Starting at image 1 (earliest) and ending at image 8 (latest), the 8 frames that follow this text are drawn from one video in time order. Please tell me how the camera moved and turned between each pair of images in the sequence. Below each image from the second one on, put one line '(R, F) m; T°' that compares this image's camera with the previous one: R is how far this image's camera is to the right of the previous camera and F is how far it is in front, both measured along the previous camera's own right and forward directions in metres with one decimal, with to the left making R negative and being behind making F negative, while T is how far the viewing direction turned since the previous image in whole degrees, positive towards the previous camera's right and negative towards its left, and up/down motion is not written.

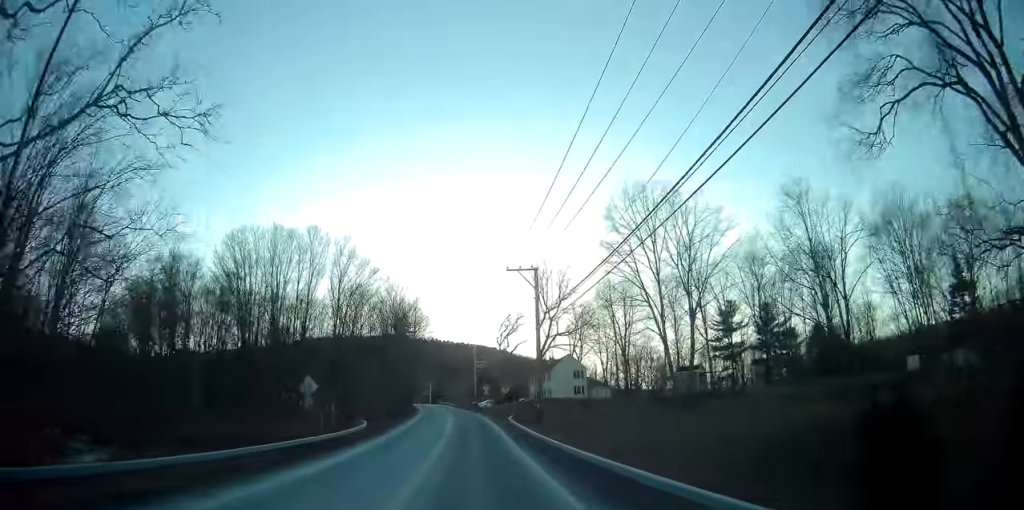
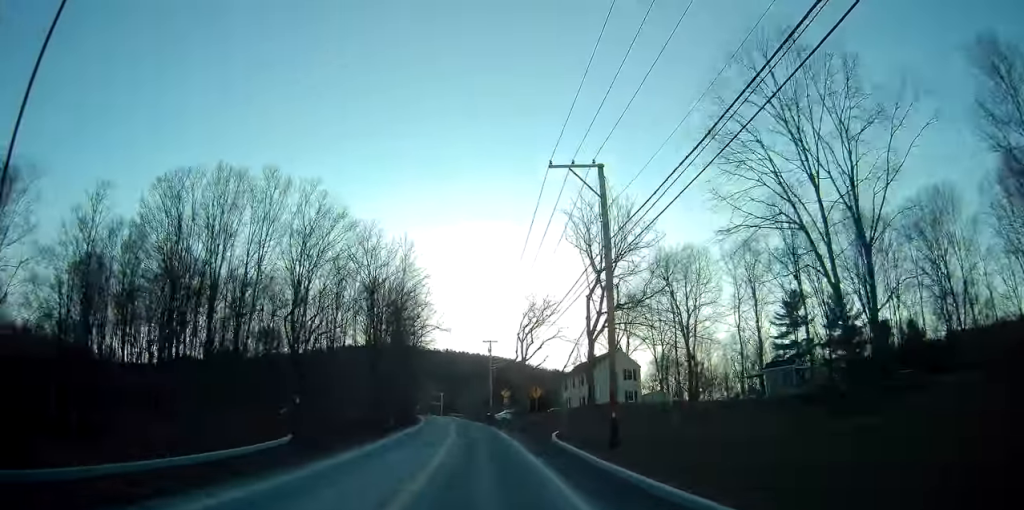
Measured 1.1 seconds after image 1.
(-0.2, +21.0) m; -1°
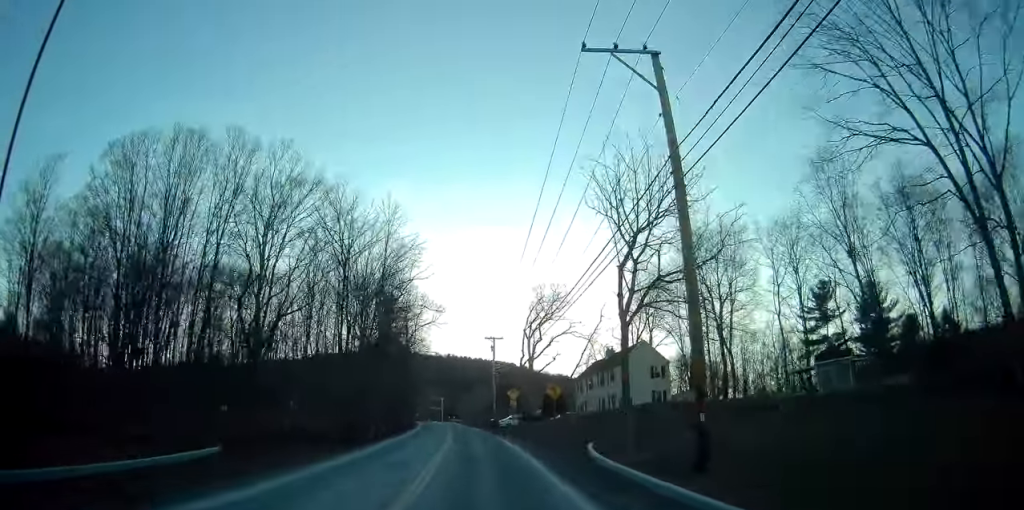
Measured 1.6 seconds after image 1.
(-0.1, +9.0) m; -1°
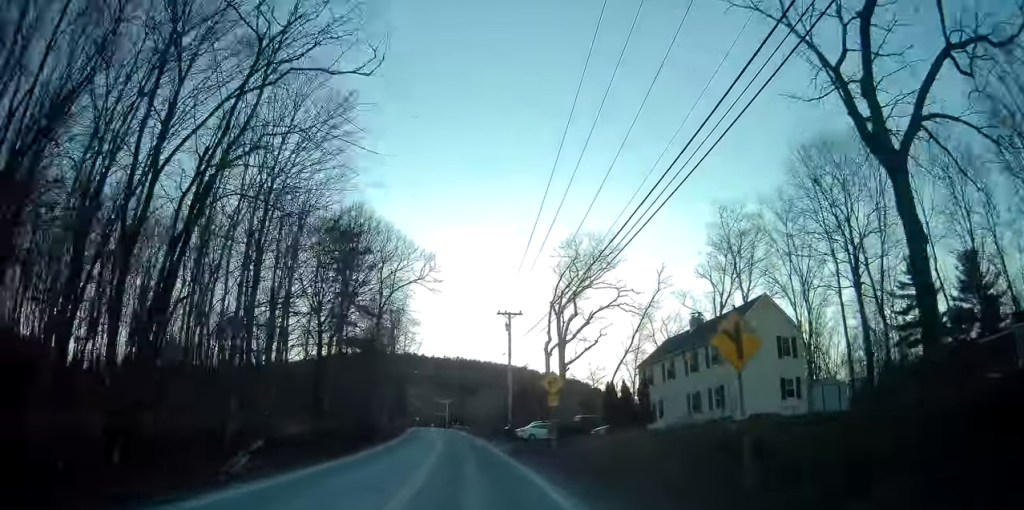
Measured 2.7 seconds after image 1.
(-0.1, +22.1) m; -1°
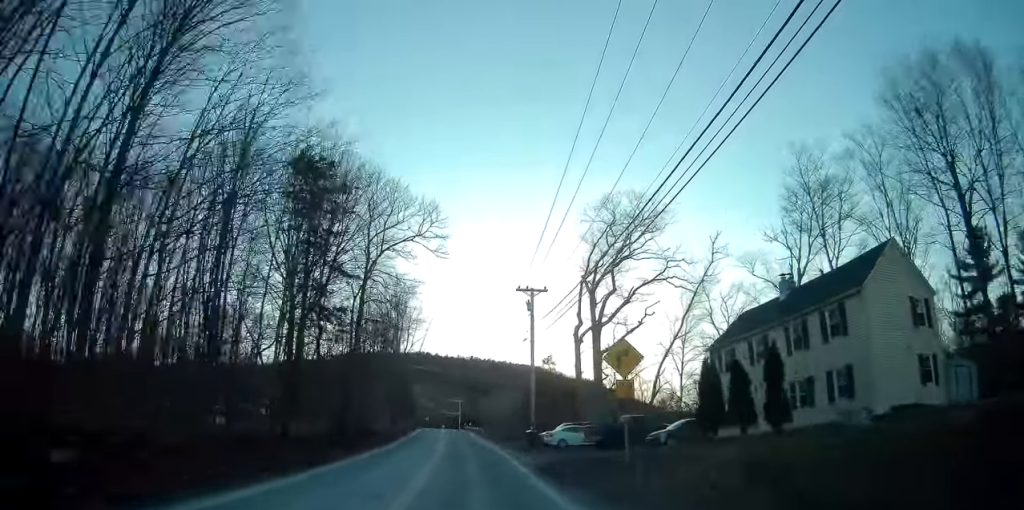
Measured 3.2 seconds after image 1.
(-0.2, +10.4) m; -1°
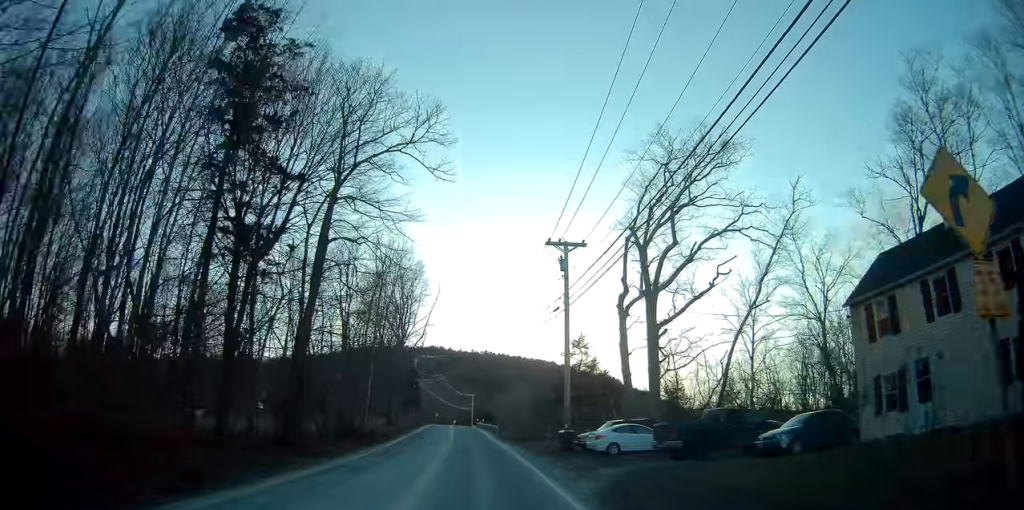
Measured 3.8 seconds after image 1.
(-0.1, +11.1) m; -1°
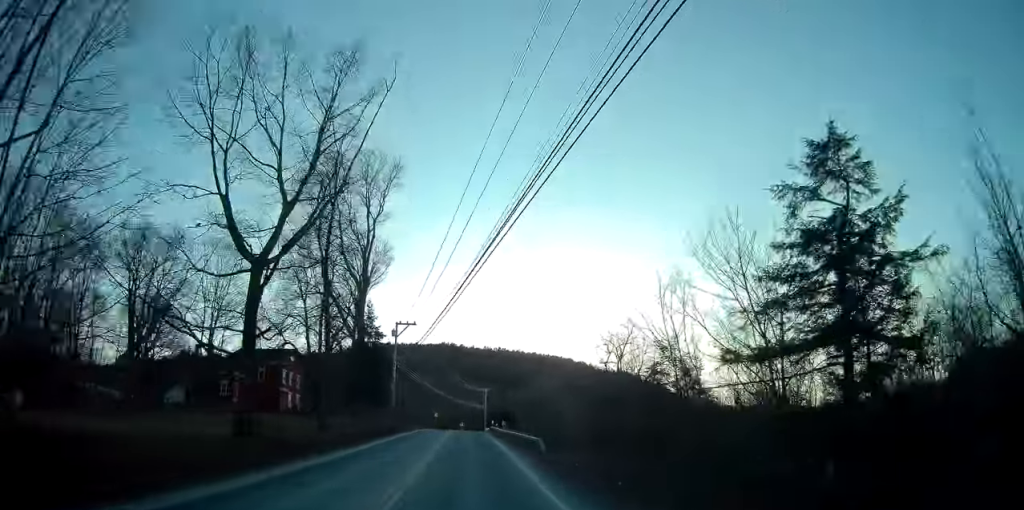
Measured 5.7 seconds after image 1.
(-0.8, +37.0) m; -3°
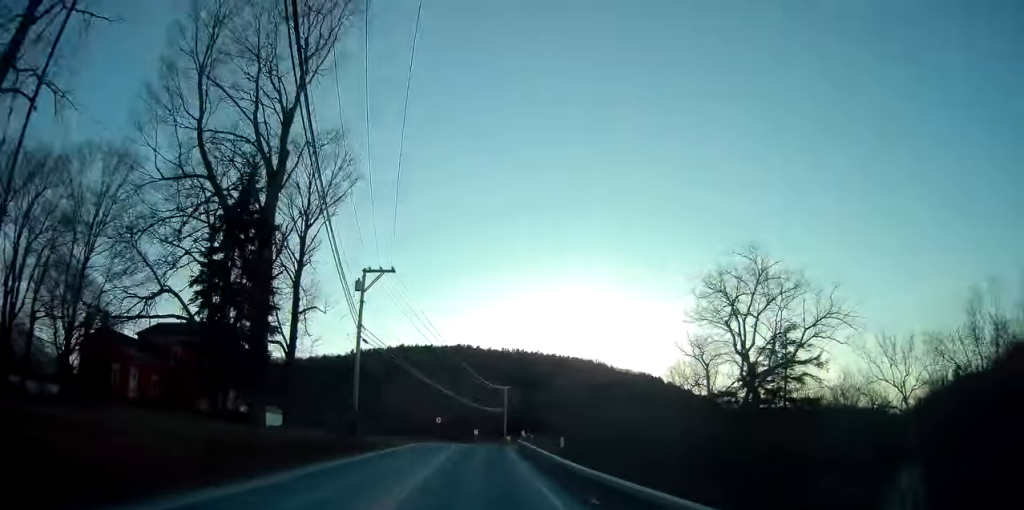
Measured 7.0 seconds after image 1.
(-0.1, +26.8) m; 0°
